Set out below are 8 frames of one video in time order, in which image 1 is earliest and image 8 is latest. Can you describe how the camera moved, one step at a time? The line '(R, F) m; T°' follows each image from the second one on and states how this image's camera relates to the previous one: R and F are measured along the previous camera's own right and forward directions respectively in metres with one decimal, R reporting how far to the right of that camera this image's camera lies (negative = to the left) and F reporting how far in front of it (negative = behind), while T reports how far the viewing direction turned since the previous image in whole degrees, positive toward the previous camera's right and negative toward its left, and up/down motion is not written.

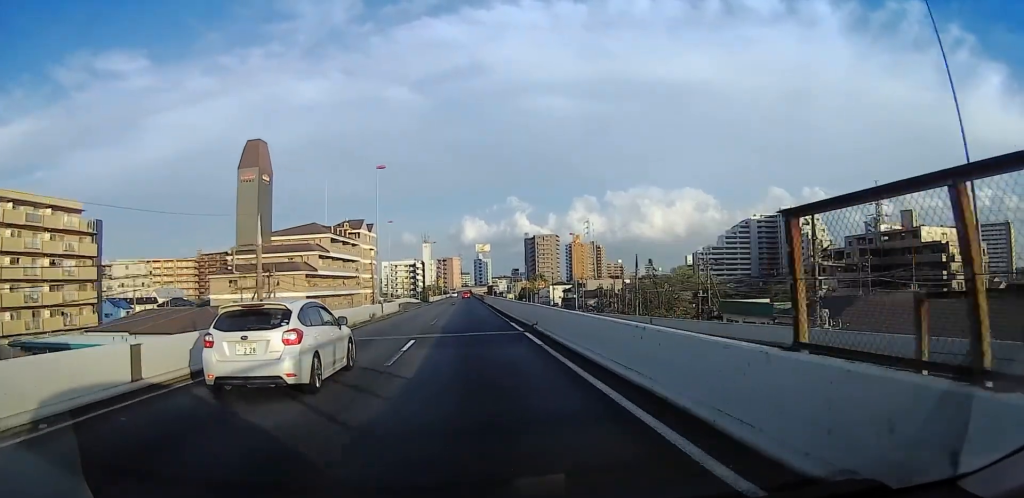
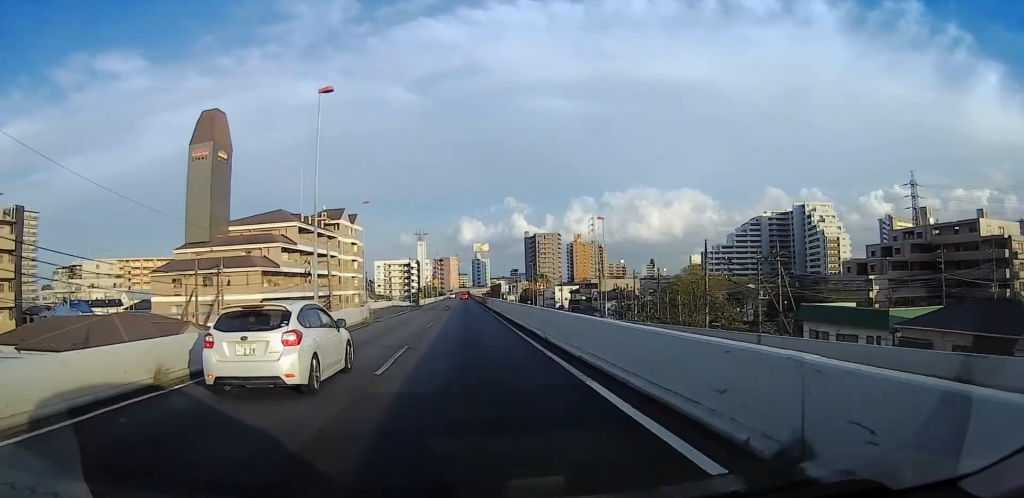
(+0.3, +15.8) m; +1°
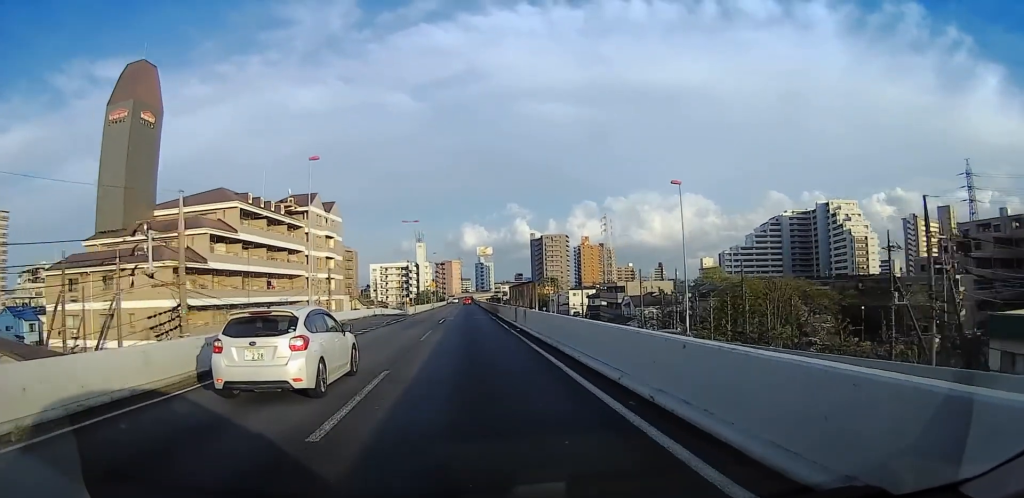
(0.0, +20.1) m; -1°
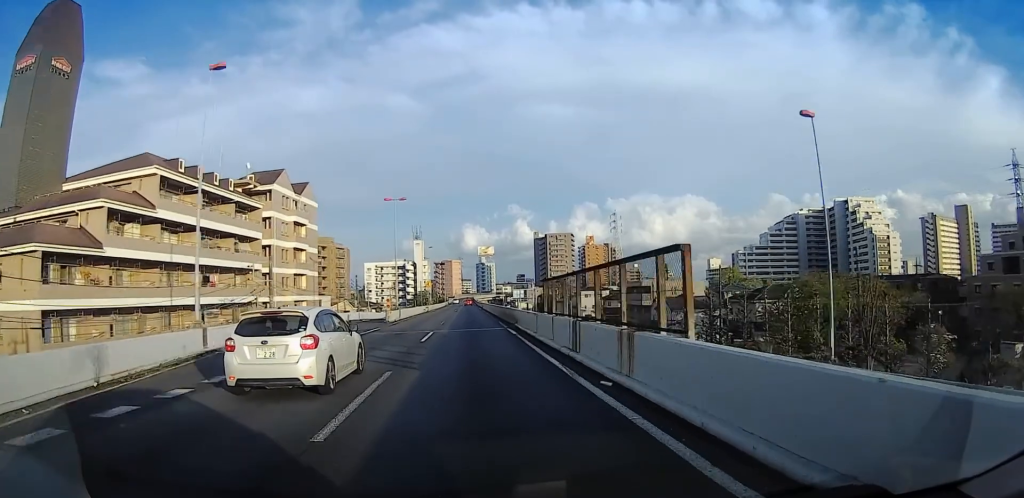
(-0.3, +15.2) m; 0°
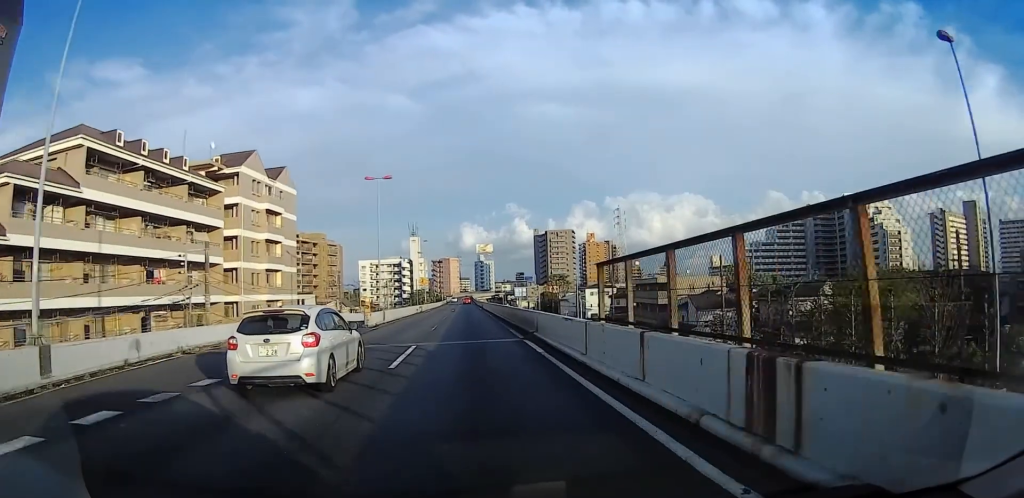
(+0.1, +8.6) m; 0°
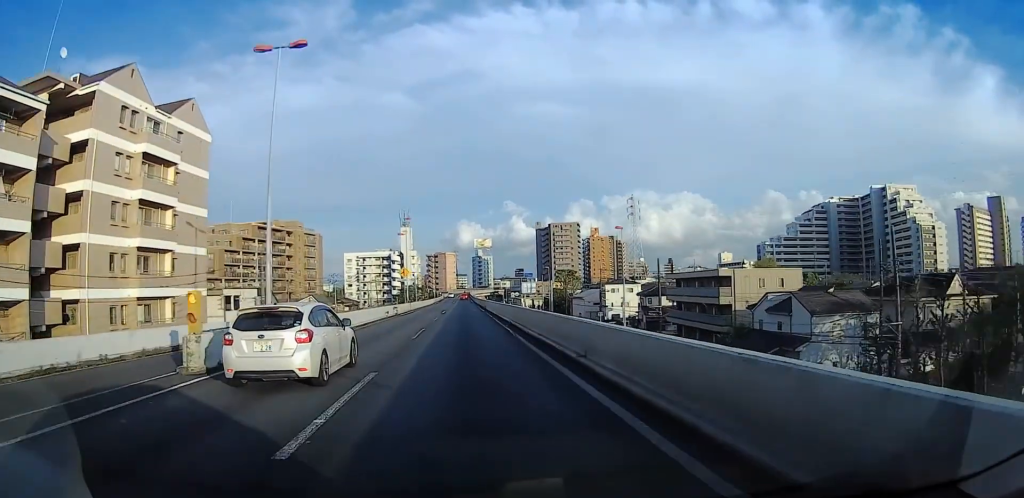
(+0.3, +22.6) m; 0°
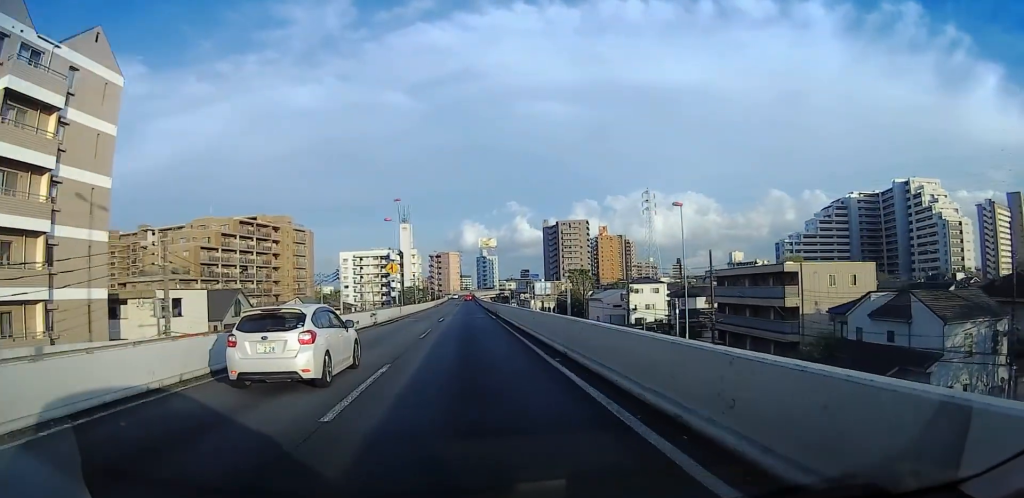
(-0.1, +13.2) m; -1°
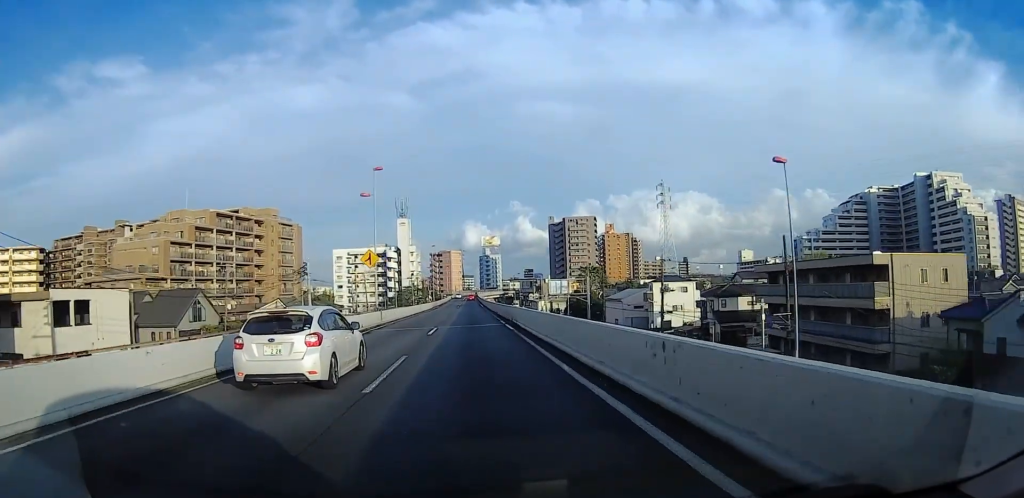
(-0.3, +12.5) m; 0°
